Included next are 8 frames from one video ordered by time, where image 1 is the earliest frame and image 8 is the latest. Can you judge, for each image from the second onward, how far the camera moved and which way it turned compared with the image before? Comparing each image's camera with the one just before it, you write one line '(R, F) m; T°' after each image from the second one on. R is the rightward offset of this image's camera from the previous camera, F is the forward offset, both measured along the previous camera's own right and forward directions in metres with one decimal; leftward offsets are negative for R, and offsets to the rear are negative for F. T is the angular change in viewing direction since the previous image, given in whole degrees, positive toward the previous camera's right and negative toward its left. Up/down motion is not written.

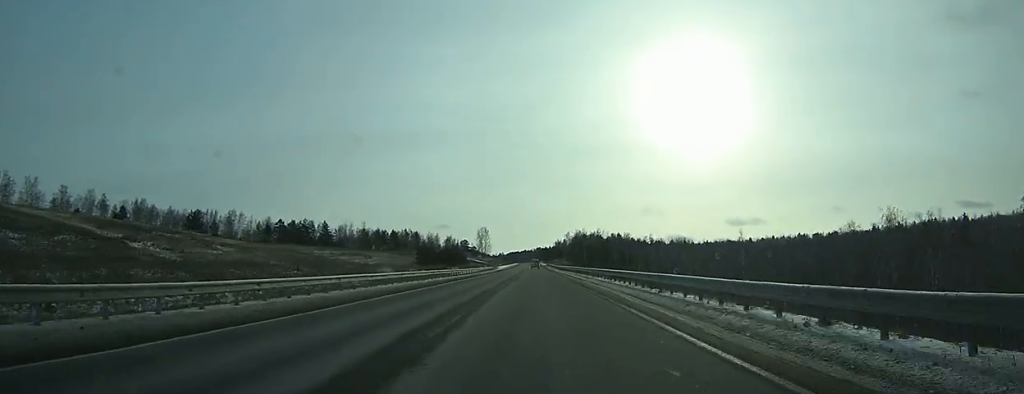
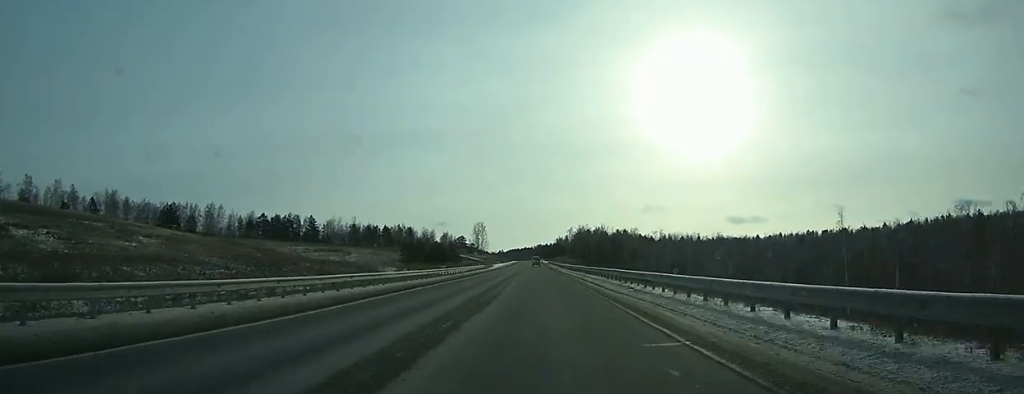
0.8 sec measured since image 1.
(0.0, +23.0) m; 0°
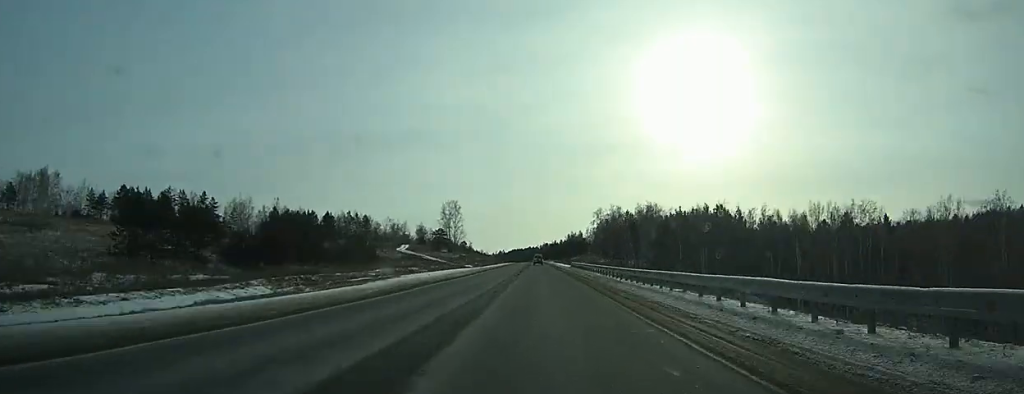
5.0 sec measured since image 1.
(-0.3, +118.5) m; 0°
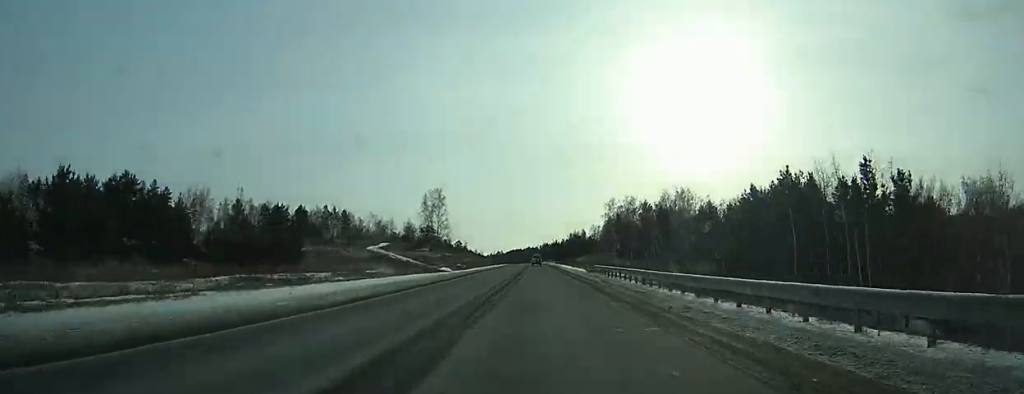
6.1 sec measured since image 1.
(-0.1, +30.6) m; 0°
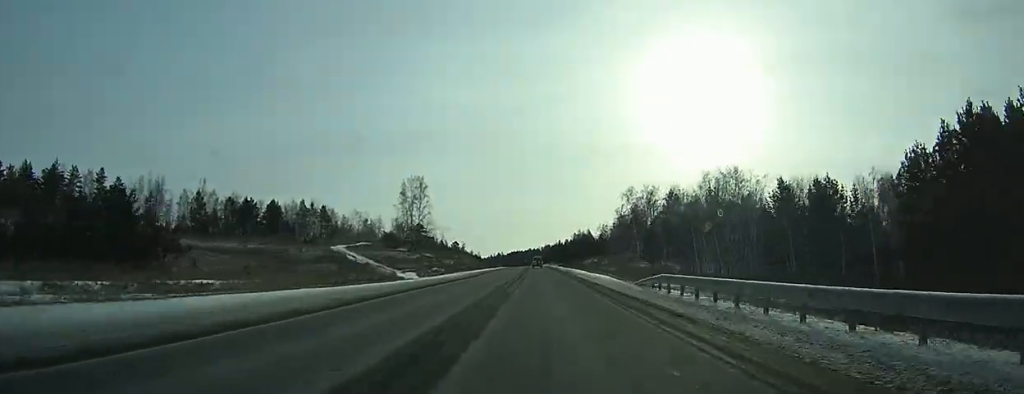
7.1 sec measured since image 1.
(0.0, +26.2) m; 0°
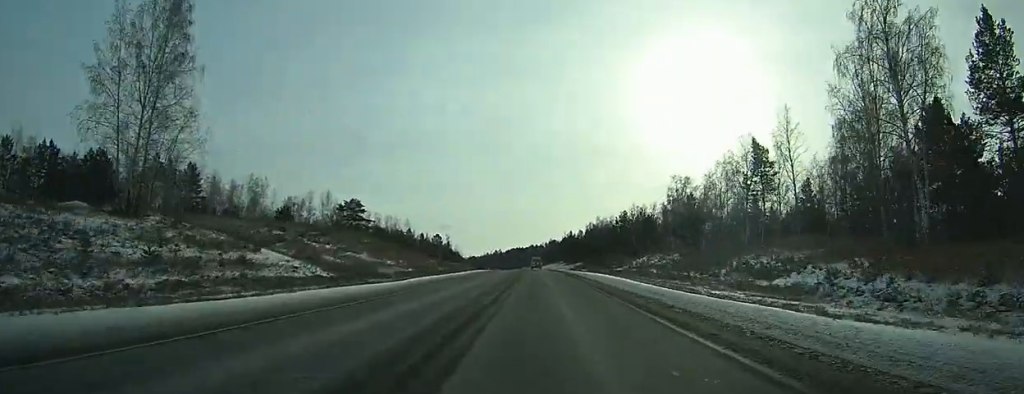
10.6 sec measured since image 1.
(+0.1, +92.1) m; 0°
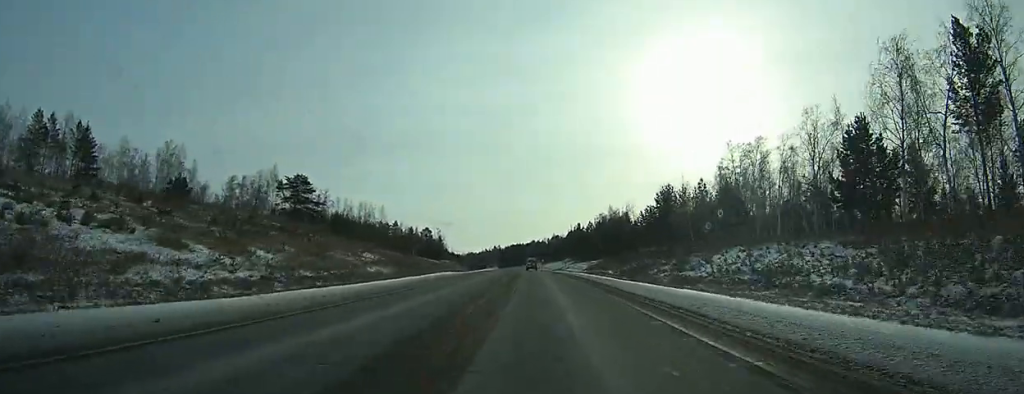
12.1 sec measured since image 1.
(0.0, +41.2) m; 0°
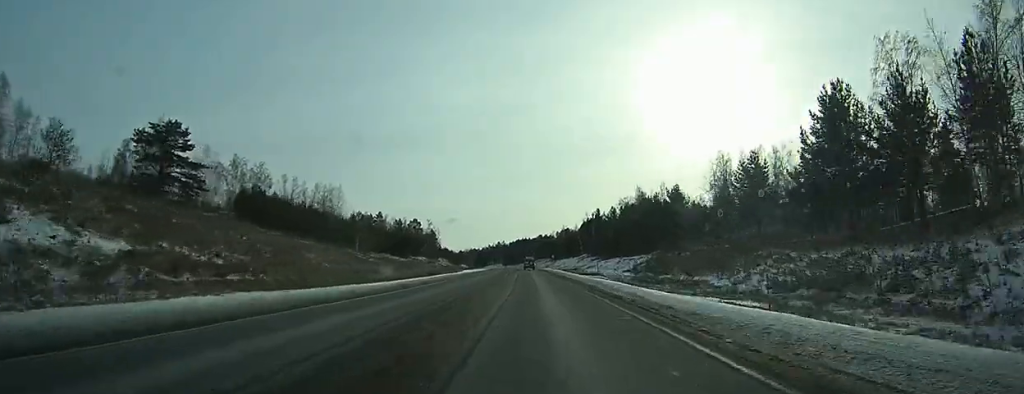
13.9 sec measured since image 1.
(0.0, +50.1) m; -1°
